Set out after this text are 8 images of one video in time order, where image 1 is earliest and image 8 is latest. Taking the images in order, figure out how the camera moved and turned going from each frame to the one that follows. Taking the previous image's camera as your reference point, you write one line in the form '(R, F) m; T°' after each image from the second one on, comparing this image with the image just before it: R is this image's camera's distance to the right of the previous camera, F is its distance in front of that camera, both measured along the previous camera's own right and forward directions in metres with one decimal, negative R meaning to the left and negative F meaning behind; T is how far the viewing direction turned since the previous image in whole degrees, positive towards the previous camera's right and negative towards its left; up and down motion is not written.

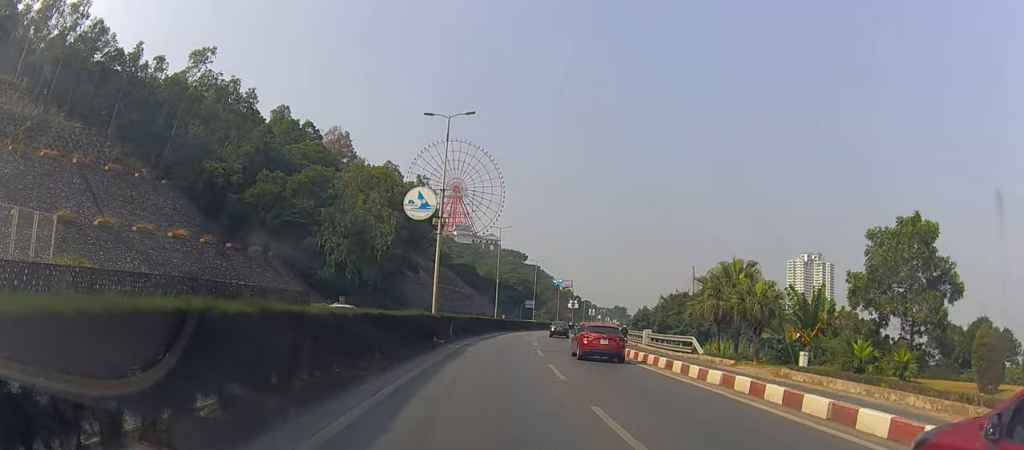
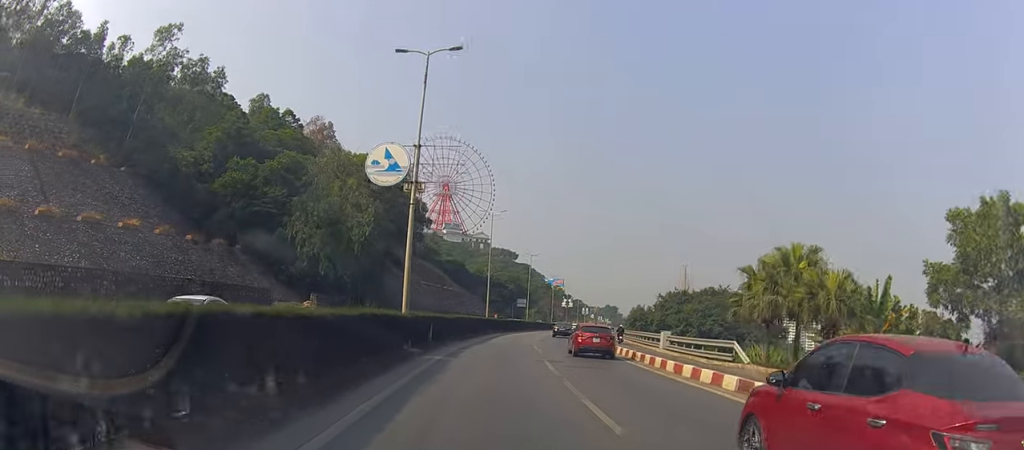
(-0.2, +7.8) m; 0°
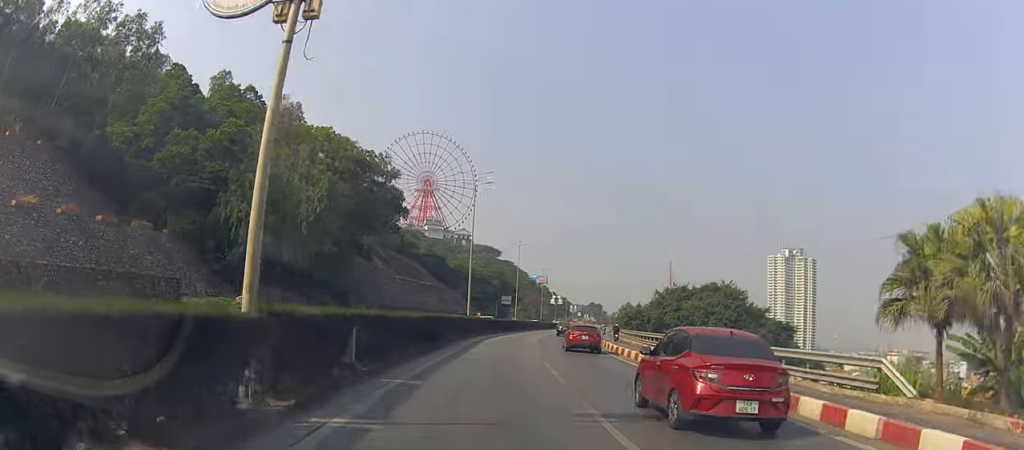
(+0.3, +13.1) m; 0°
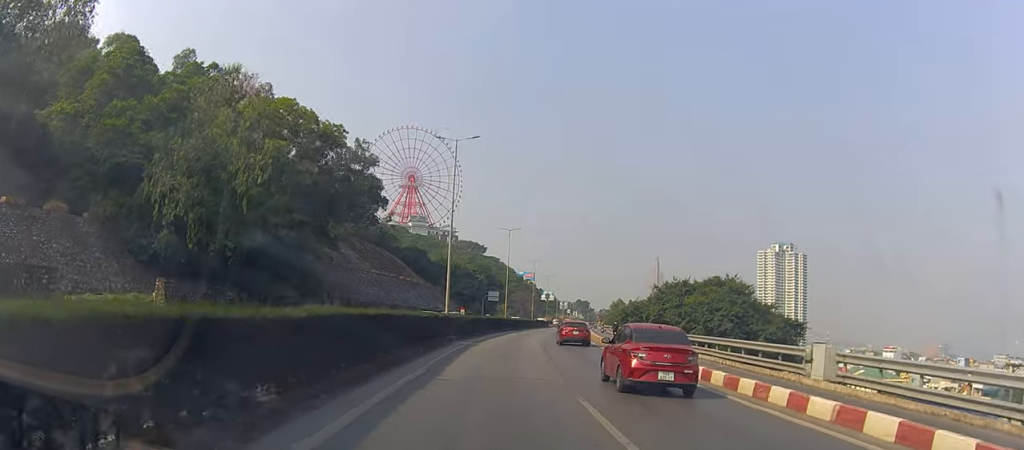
(-0.4, +10.8) m; +2°
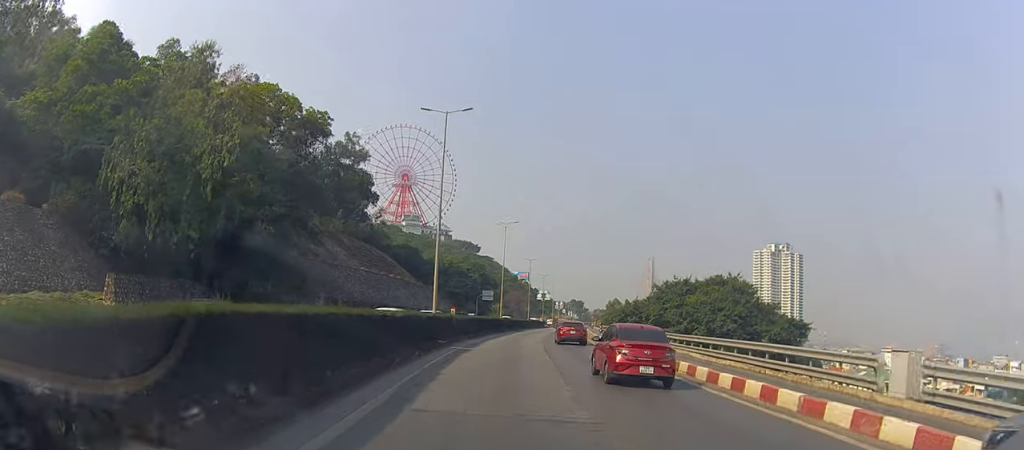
(0.0, +4.7) m; +1°
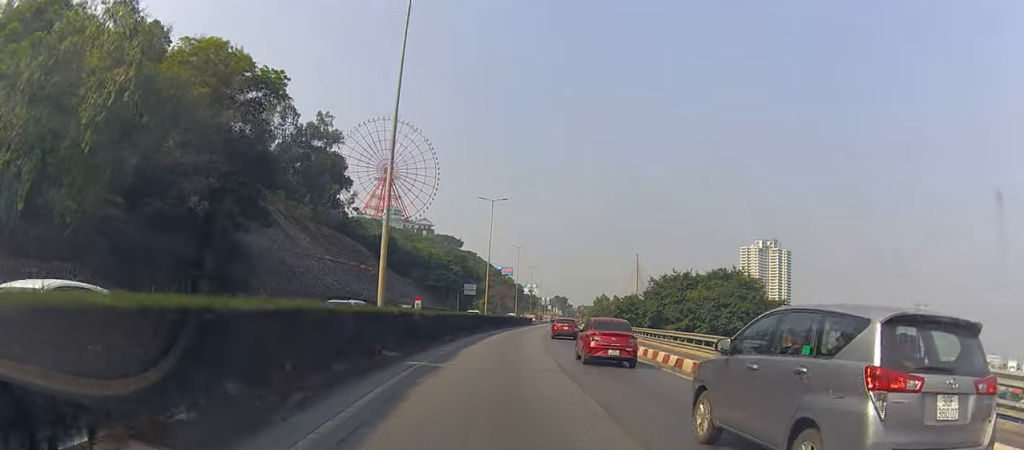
(+0.8, +10.9) m; +2°
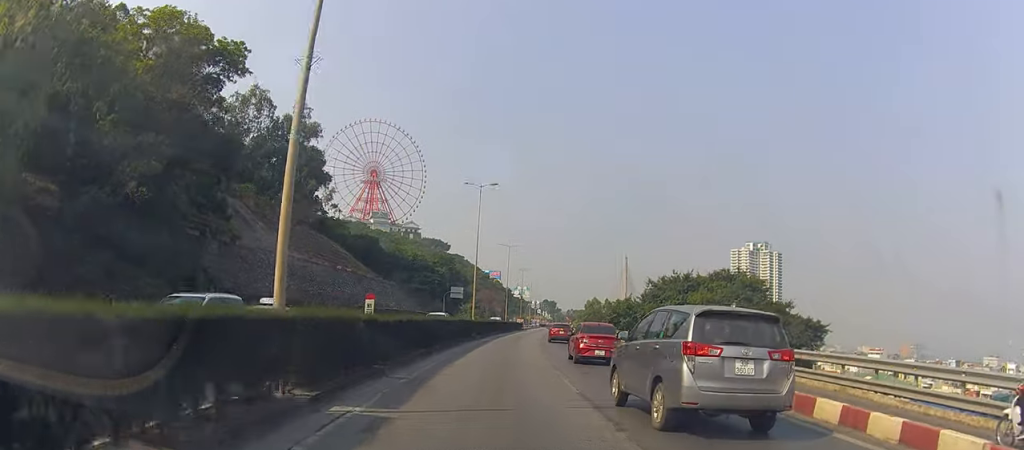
(-0.2, +7.5) m; -2°
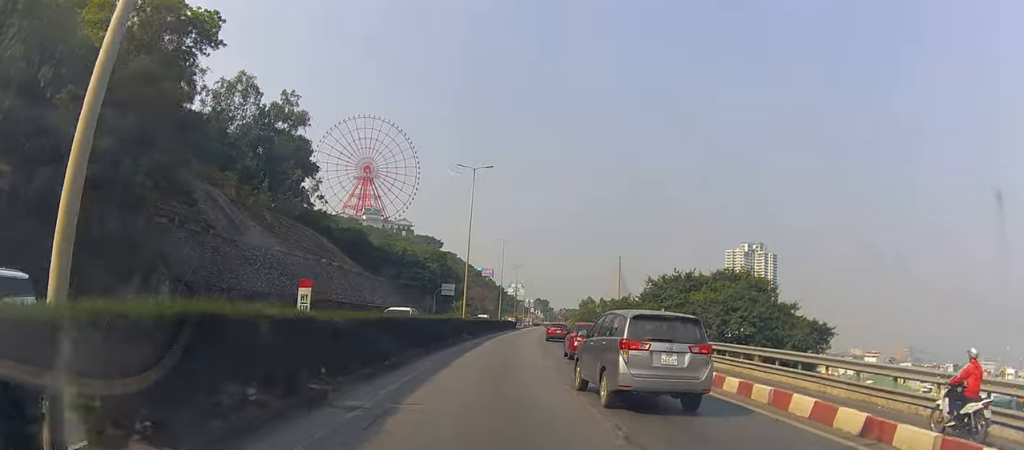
(-0.1, +5.2) m; 0°
